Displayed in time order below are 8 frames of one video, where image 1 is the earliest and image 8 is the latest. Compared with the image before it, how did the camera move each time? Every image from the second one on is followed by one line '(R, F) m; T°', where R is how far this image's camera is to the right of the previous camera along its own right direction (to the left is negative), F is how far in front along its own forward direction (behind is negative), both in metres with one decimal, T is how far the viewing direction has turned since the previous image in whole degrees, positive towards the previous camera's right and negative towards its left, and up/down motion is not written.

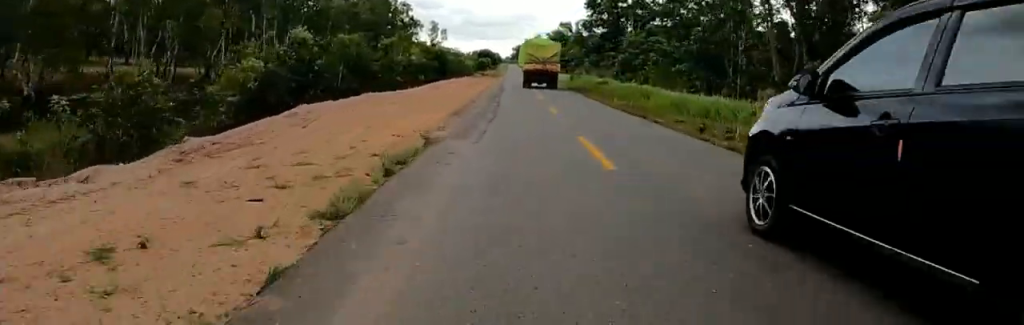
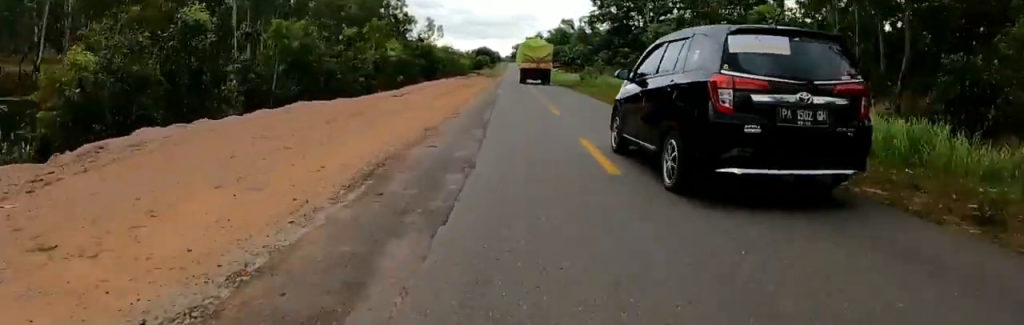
(+0.5, +8.8) m; 0°
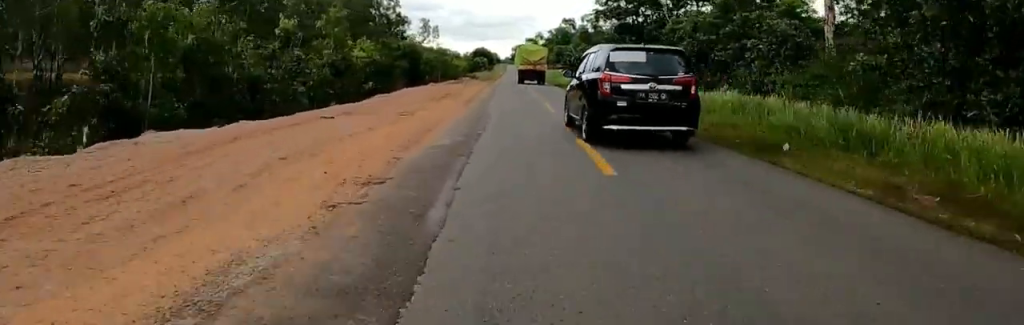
(-0.7, +8.0) m; 0°
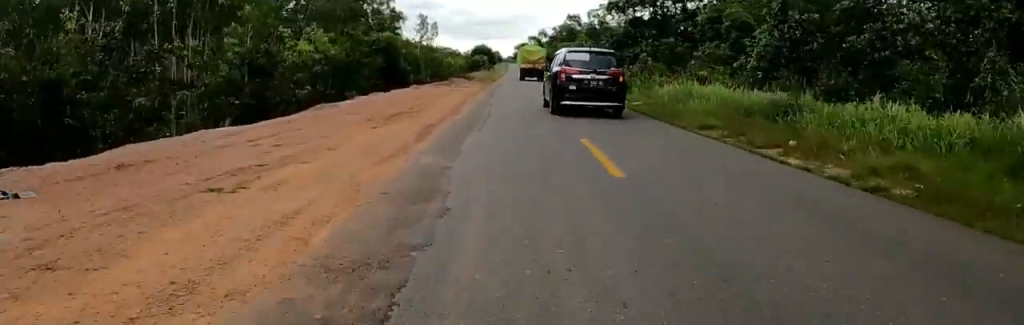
(+0.4, +9.7) m; -1°
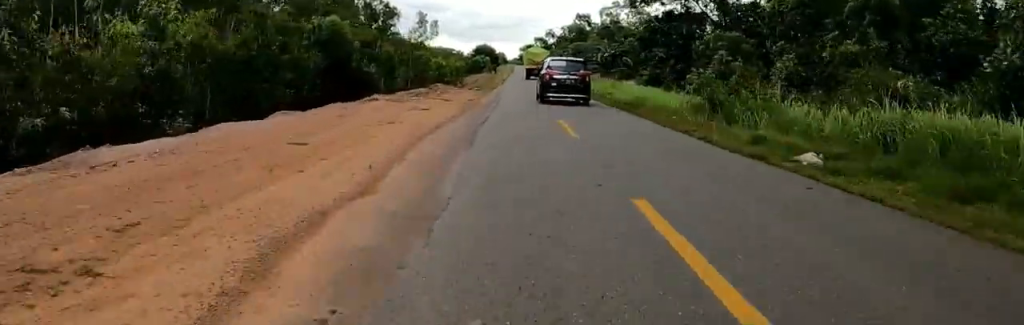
(-0.1, +12.2) m; 0°
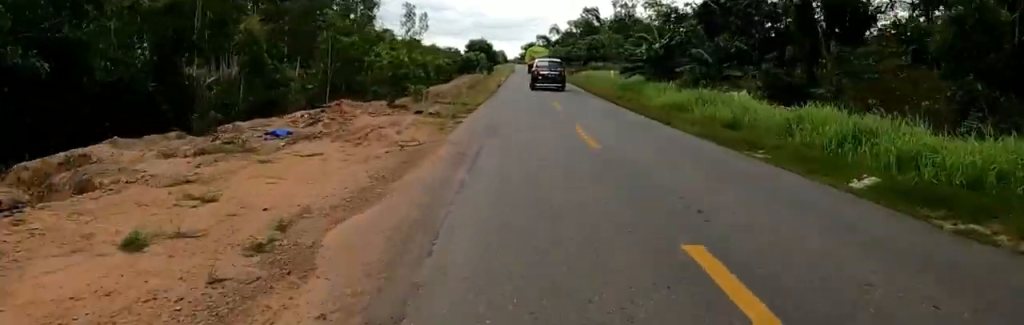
(+0.3, +17.4) m; +1°
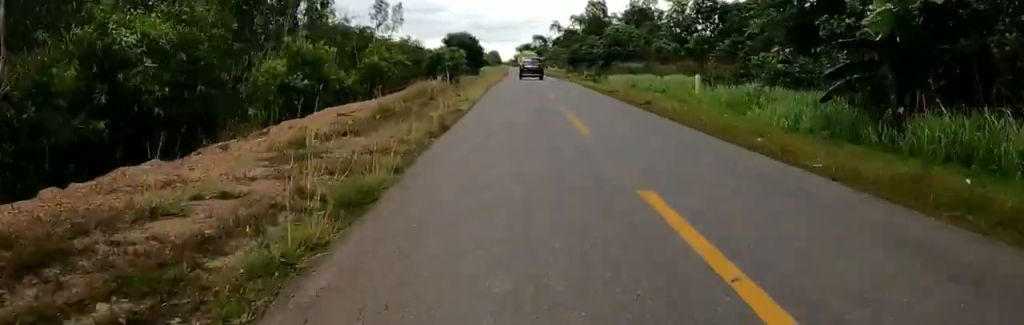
(-0.2, +23.2) m; 0°
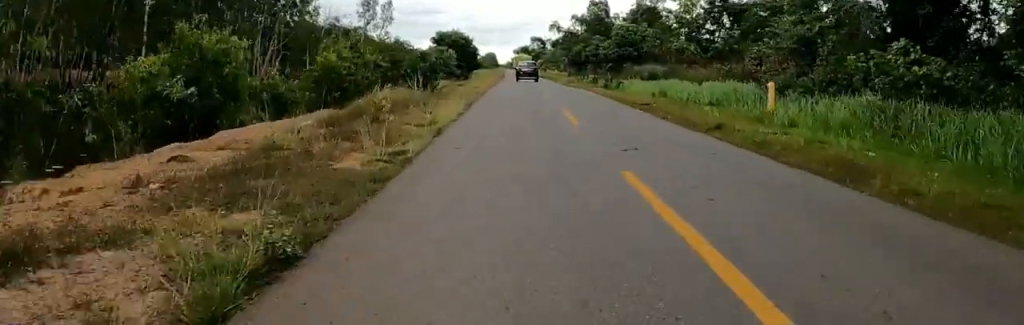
(+0.5, +7.1) m; 0°
